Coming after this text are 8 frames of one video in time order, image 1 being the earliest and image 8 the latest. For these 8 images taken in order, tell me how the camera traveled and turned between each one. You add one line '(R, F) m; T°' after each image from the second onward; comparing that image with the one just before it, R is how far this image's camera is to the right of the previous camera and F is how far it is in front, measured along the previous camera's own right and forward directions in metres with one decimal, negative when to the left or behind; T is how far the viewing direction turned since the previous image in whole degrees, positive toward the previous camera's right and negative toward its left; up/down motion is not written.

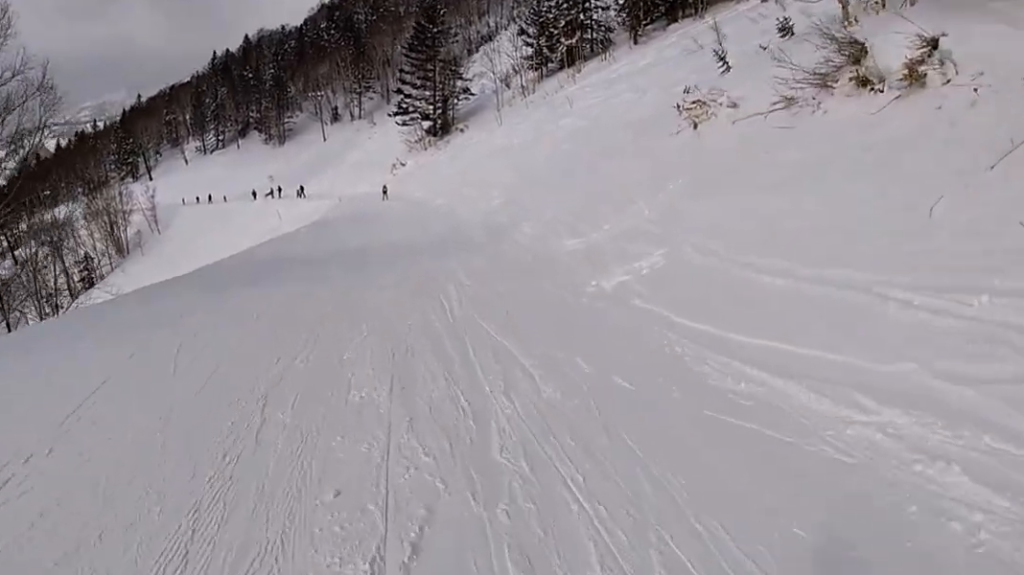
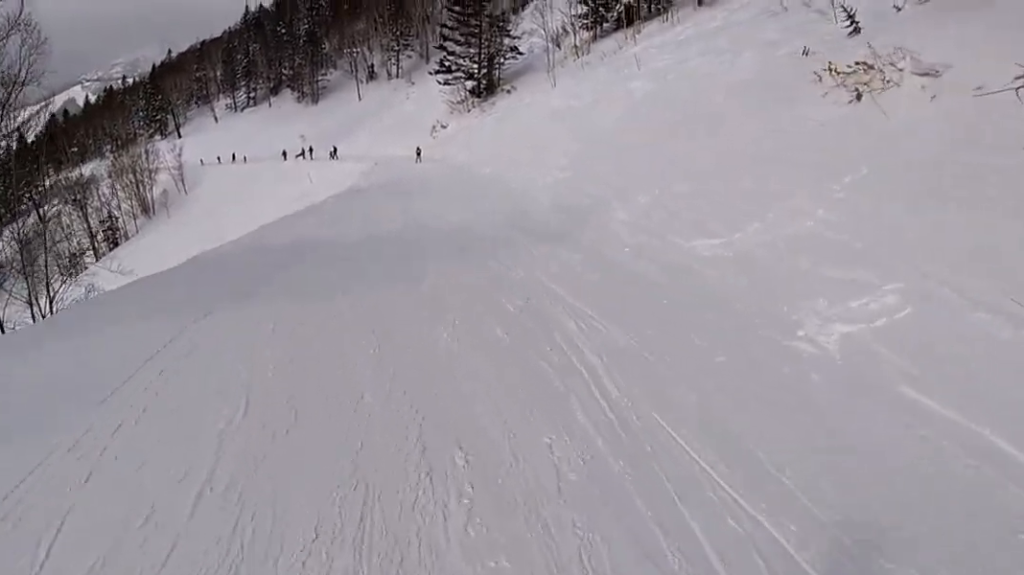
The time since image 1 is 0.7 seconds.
(-0.3, +4.2) m; +4°
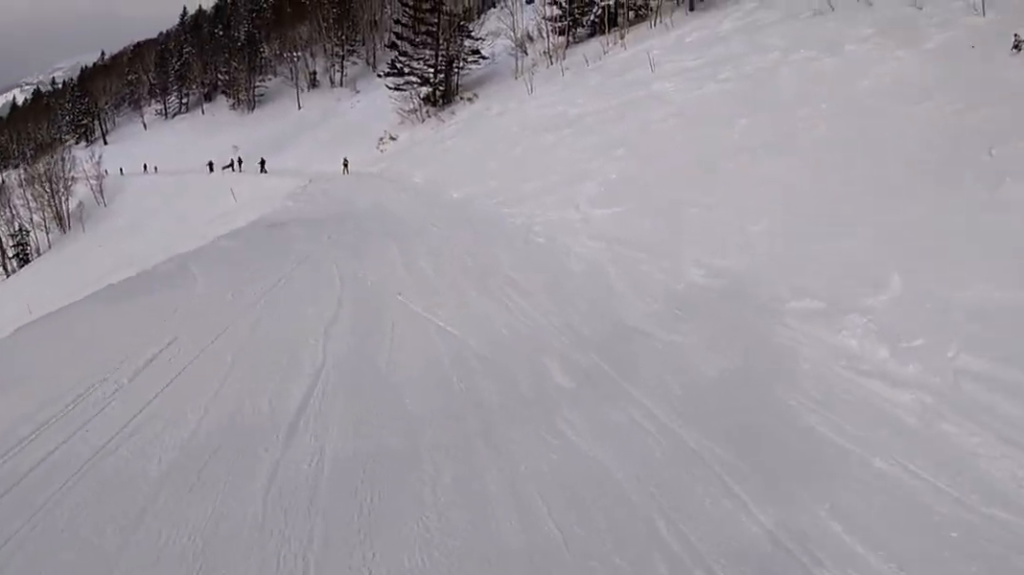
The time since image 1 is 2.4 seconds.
(+1.4, +9.6) m; -3°
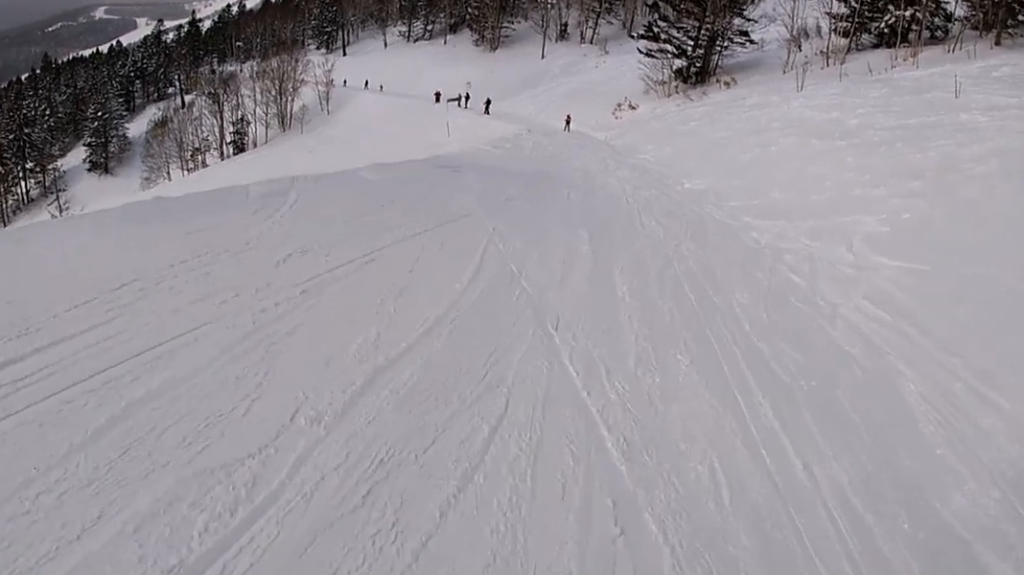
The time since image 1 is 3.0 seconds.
(-0.5, +3.1) m; -8°
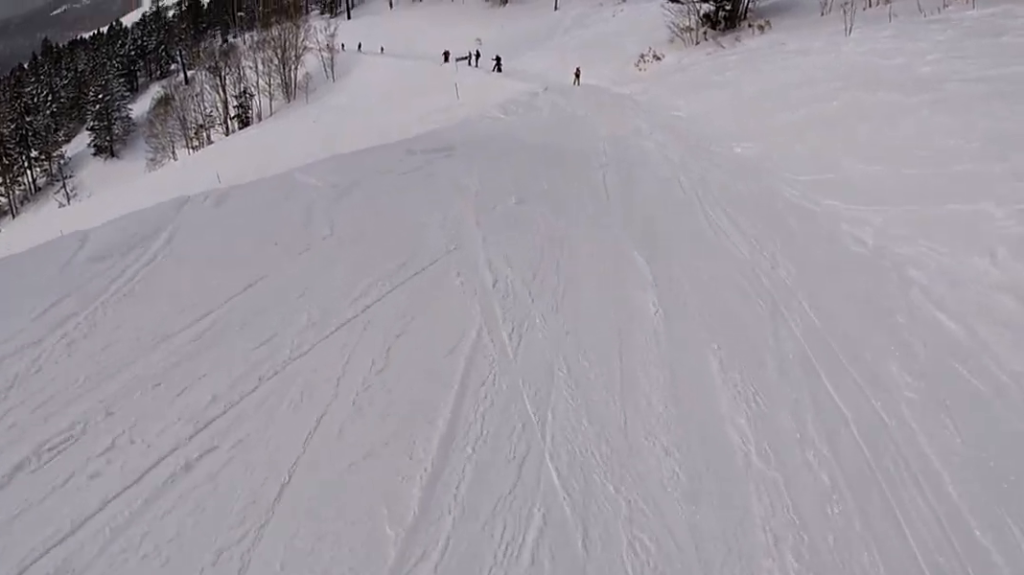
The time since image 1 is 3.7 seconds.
(-0.3, +3.2) m; -1°
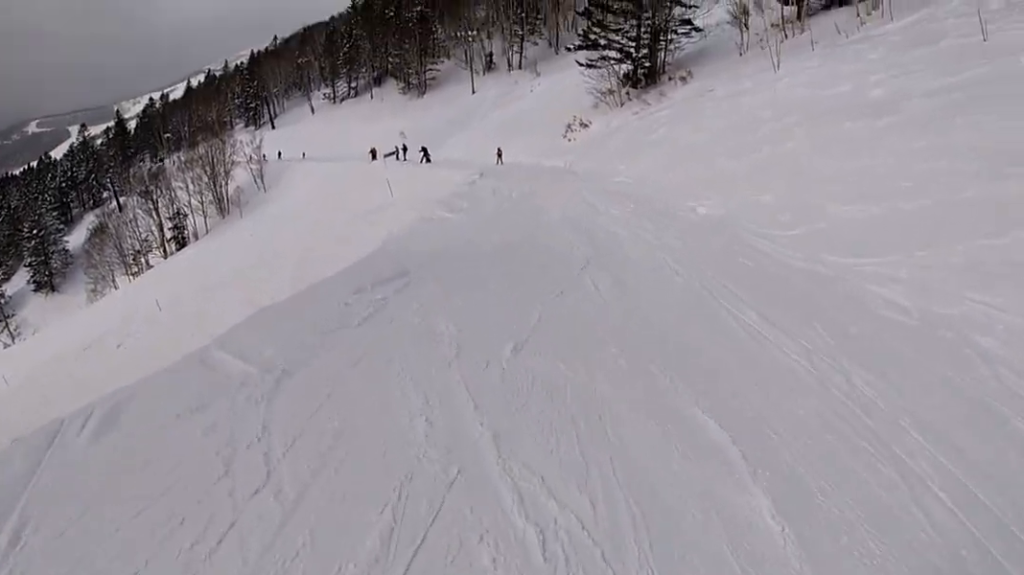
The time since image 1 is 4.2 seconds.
(-0.3, +2.0) m; +8°
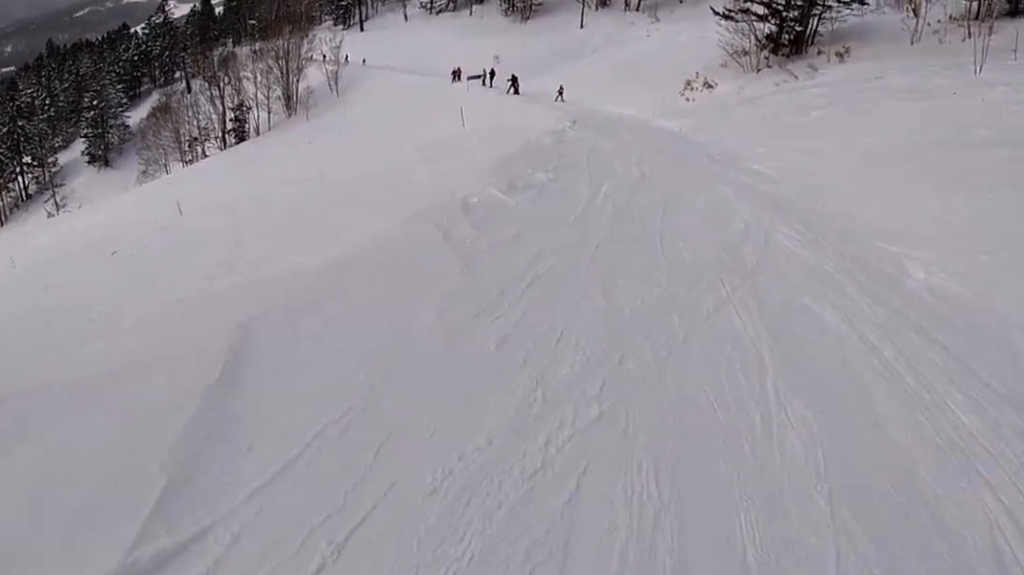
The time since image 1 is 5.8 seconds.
(+1.3, +5.6) m; +4°
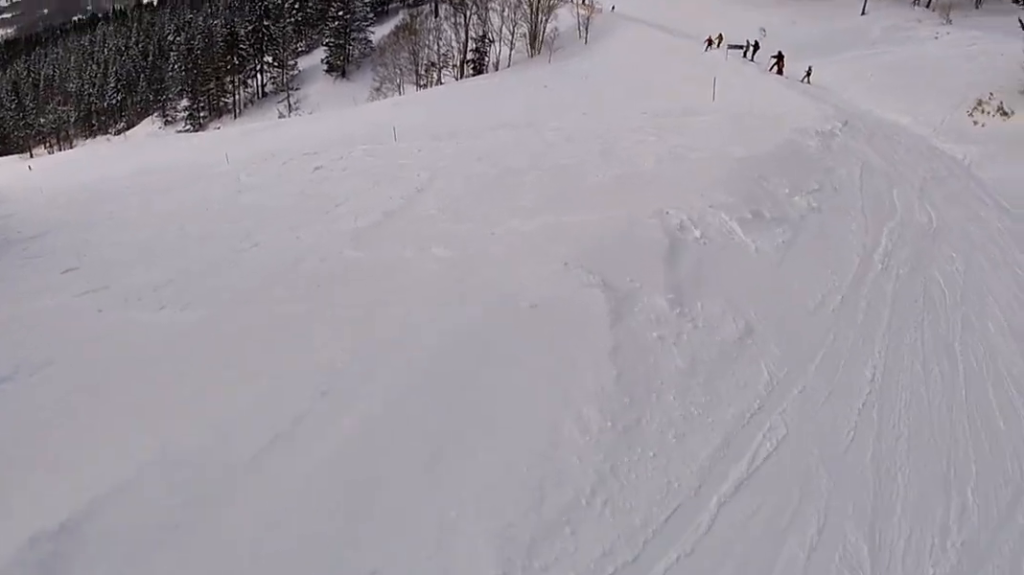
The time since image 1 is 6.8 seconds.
(-0.7, +3.2) m; -17°
